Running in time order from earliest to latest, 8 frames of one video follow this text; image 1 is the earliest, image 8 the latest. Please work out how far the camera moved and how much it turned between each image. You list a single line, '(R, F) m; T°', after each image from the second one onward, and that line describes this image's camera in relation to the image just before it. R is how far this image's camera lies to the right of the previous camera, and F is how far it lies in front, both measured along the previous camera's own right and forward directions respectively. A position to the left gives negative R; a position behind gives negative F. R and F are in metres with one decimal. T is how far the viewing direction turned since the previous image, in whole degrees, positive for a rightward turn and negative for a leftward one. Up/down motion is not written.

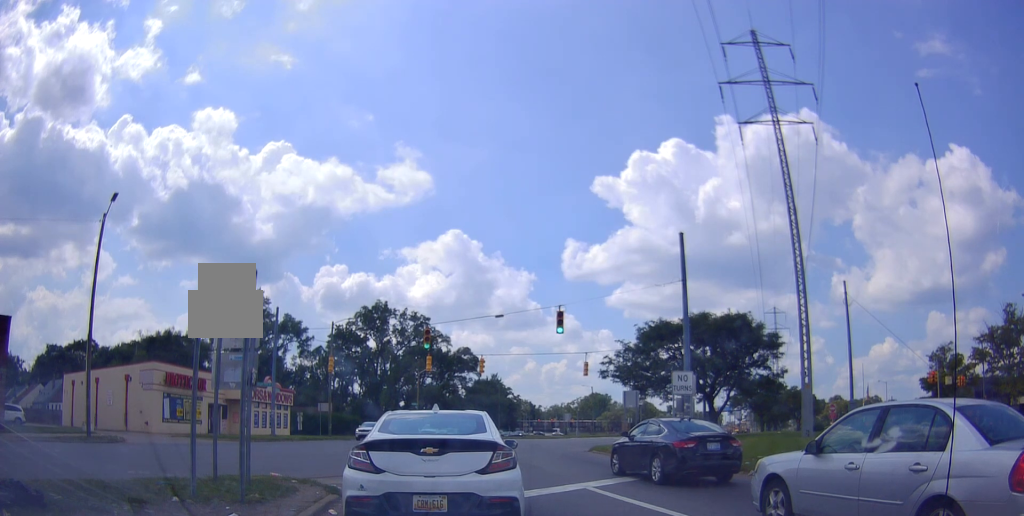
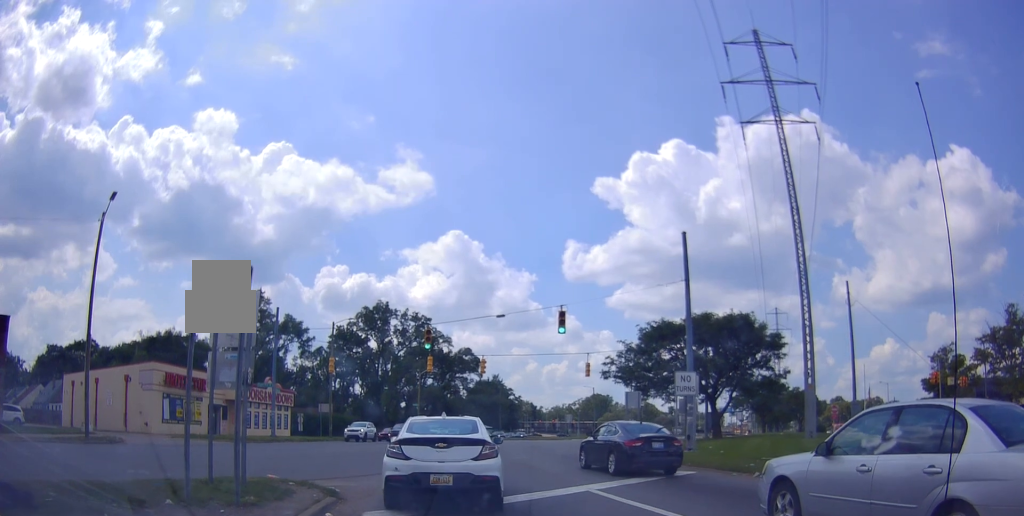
(0.0, 0.0) m; 0°
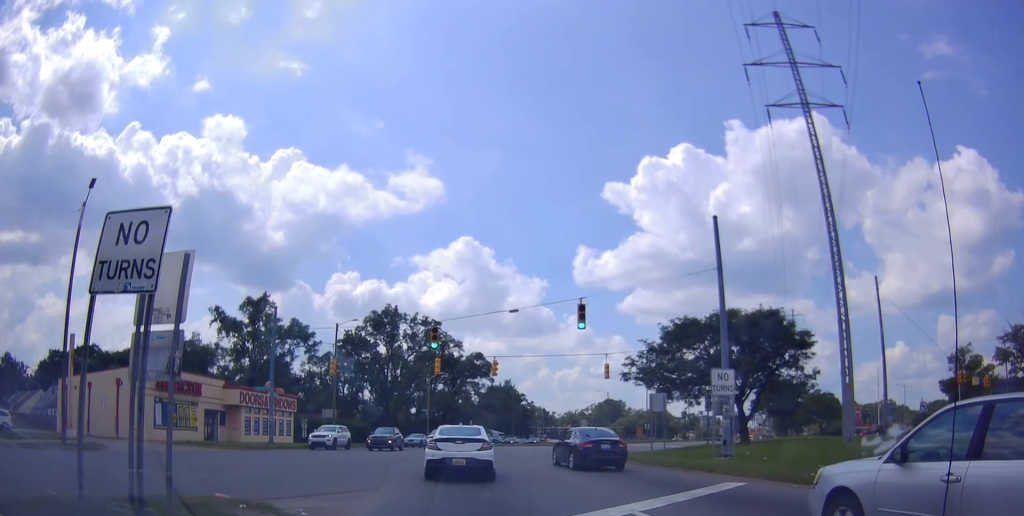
(0.0, +0.8) m; 0°
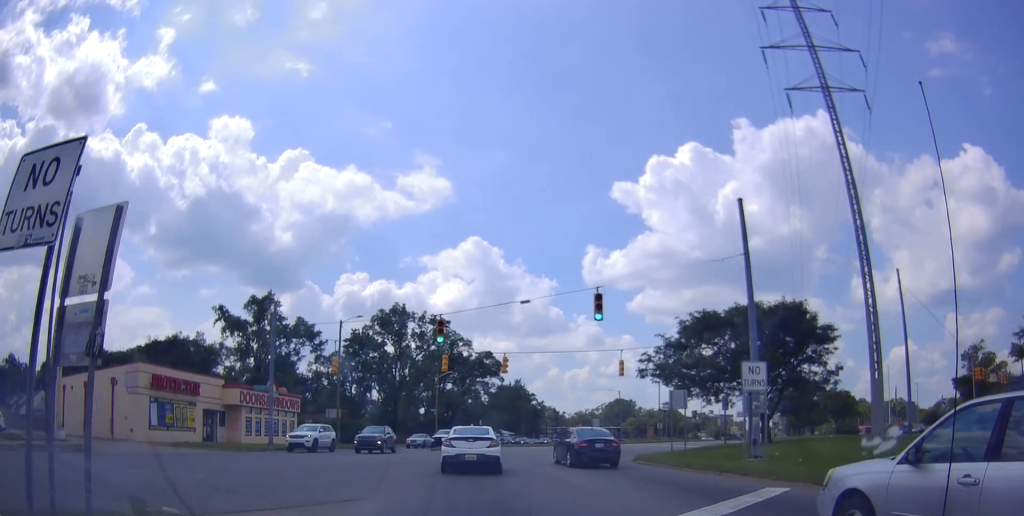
(0.0, +0.9) m; 0°
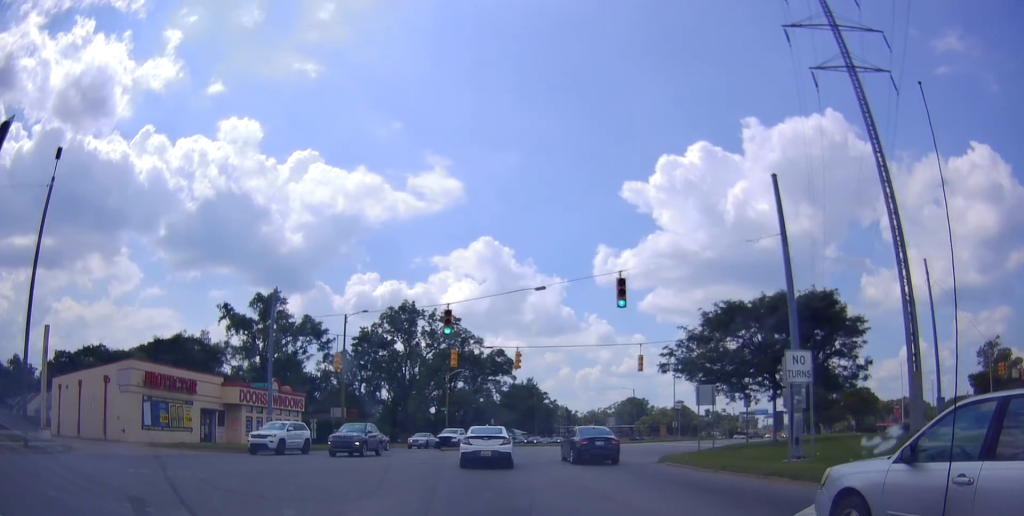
(0.0, +1.2) m; 0°
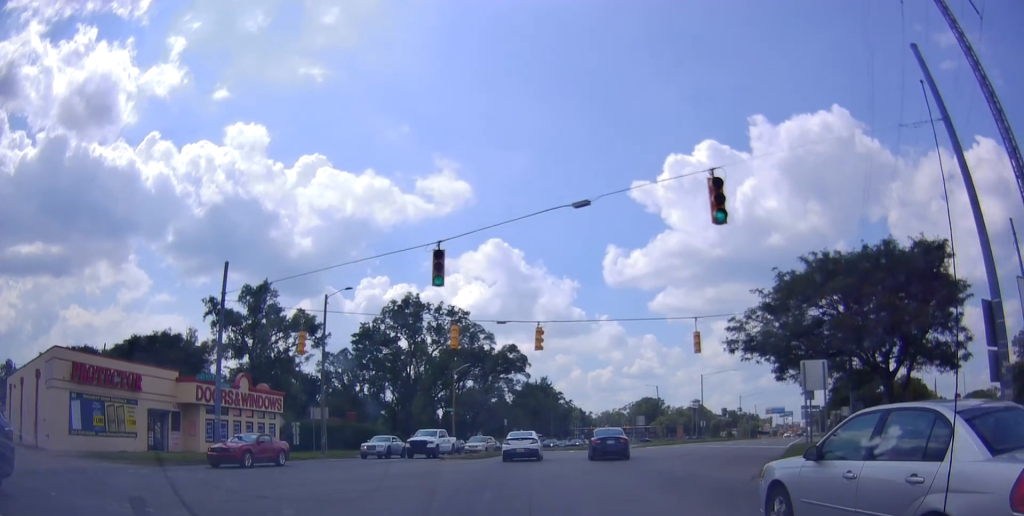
(+0.2, +6.7) m; +1°
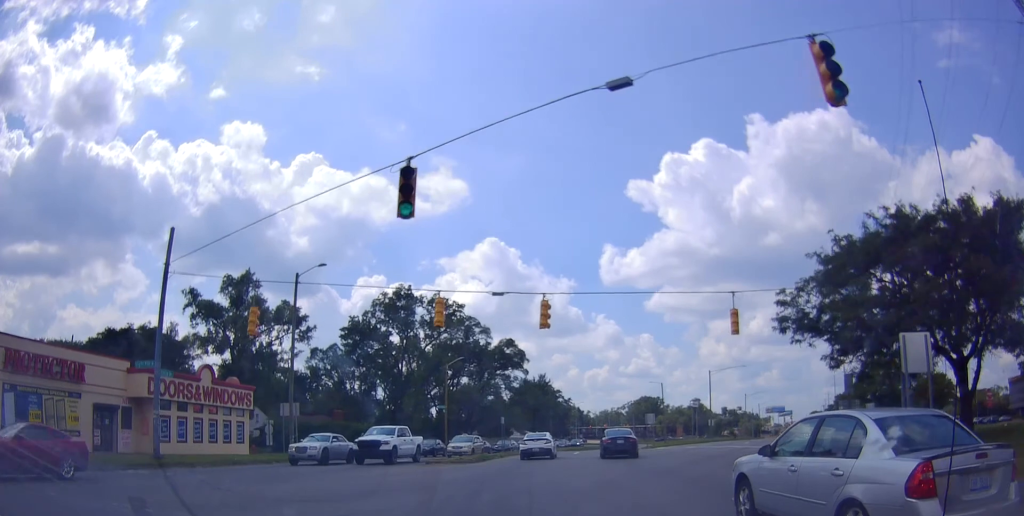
(+0.1, +4.4) m; 0°
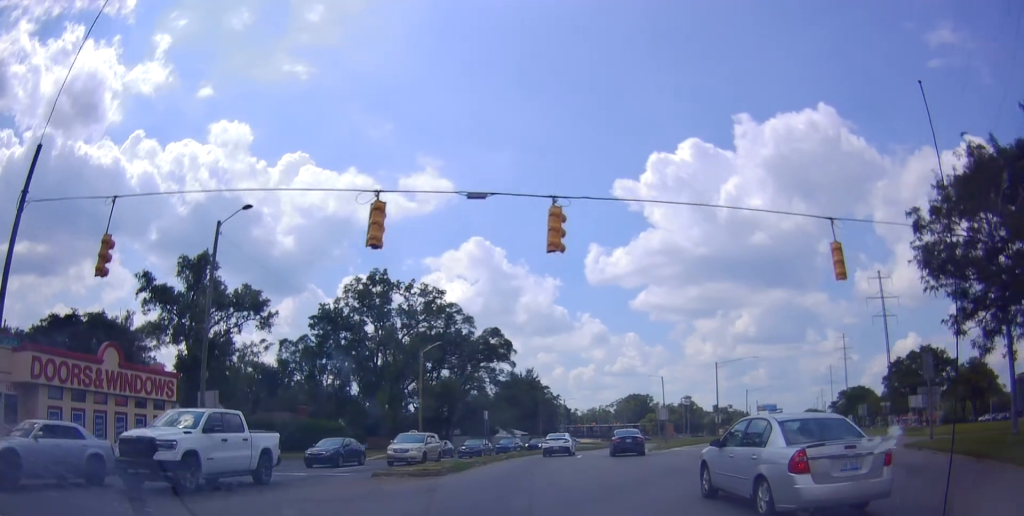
(-0.2, +8.3) m; 0°
